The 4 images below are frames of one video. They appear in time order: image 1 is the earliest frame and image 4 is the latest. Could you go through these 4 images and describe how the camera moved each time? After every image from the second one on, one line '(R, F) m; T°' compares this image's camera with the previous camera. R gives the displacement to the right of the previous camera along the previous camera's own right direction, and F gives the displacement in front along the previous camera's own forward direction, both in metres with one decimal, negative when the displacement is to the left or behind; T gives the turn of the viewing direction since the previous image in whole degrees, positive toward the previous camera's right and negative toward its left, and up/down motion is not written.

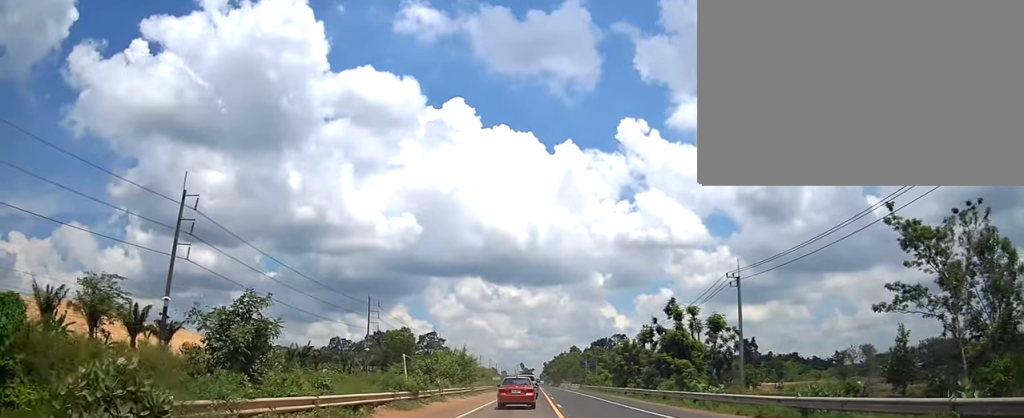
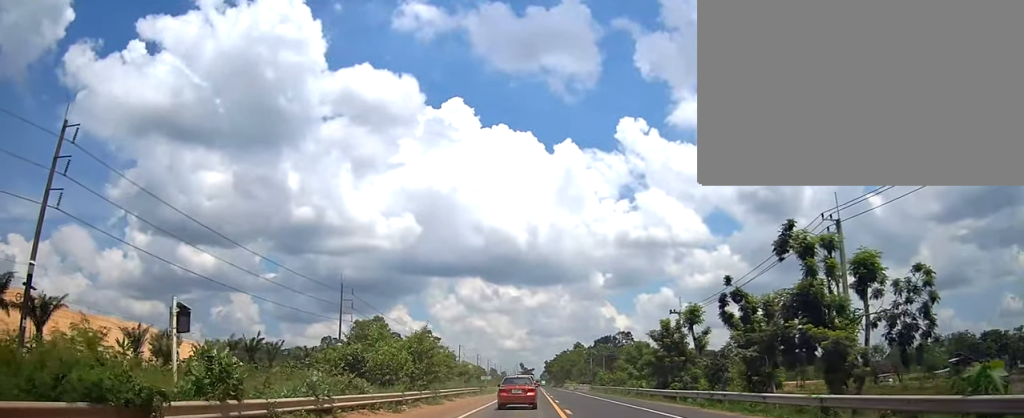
(+0.5, +19.4) m; +1°
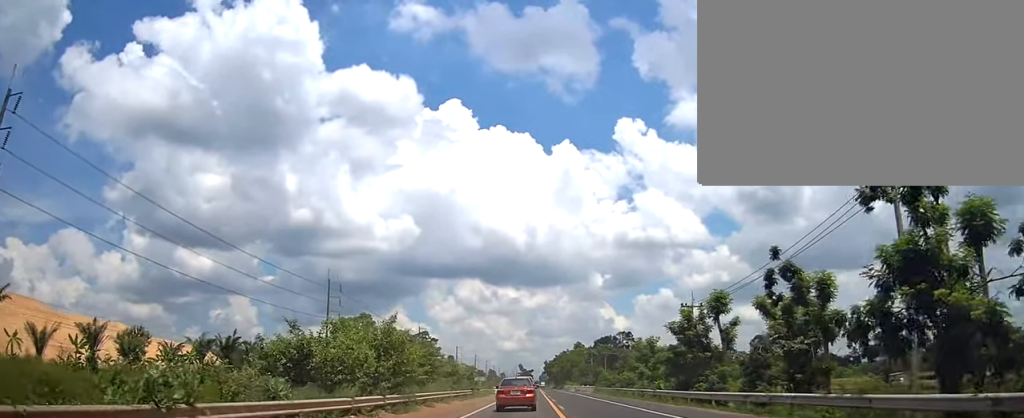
(0.0, +6.7) m; 0°
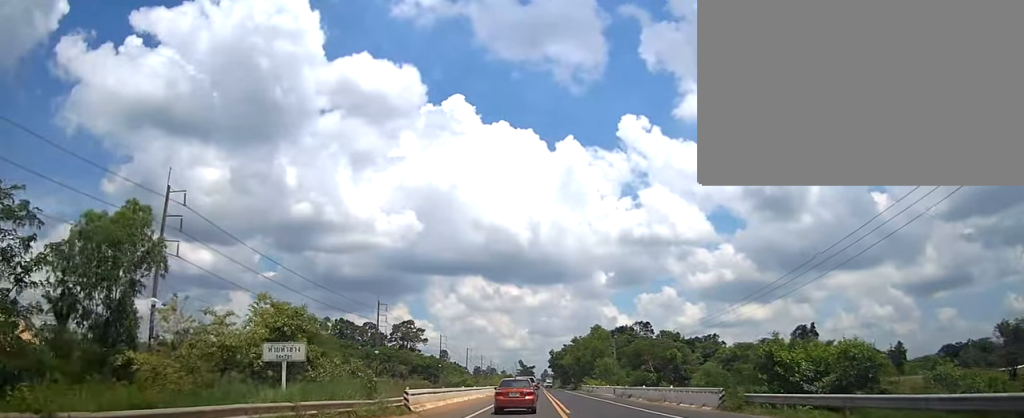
(-1.0, +53.6) m; -3°
